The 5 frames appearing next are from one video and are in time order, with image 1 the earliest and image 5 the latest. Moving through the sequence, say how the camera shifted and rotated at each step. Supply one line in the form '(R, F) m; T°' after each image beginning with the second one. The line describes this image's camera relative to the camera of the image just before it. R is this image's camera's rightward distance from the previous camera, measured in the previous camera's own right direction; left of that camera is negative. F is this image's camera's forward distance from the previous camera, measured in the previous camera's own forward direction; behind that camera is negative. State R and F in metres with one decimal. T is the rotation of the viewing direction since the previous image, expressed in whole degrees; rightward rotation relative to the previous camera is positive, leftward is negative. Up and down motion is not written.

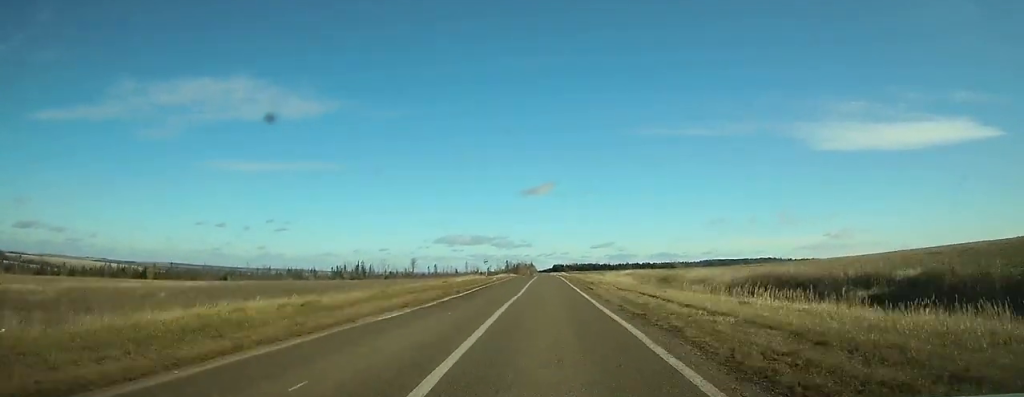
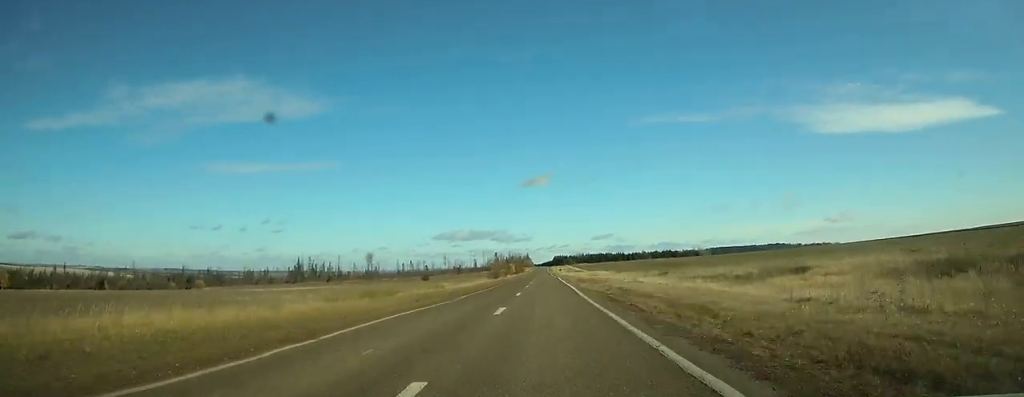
(0.0, +134.4) m; 0°
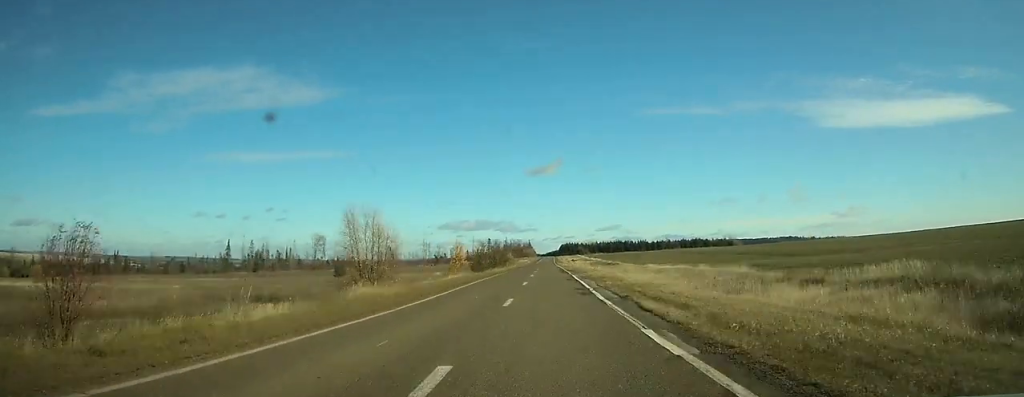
(-0.1, +118.1) m; 0°
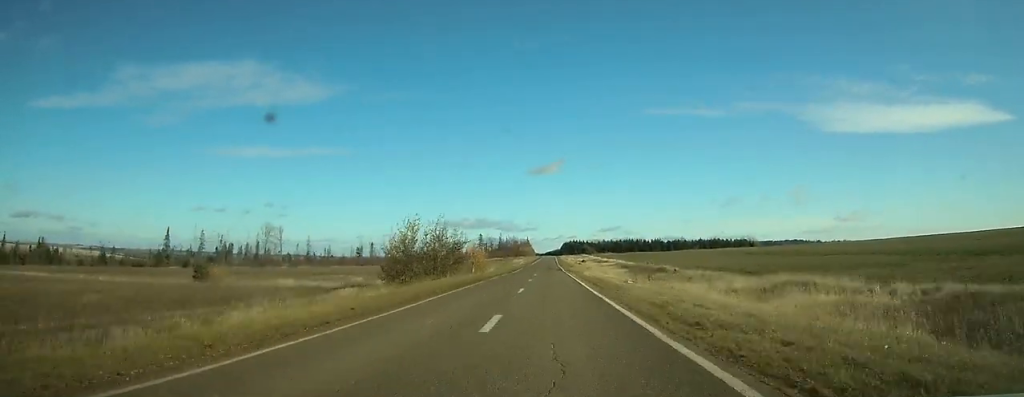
(-0.3, +72.7) m; 0°
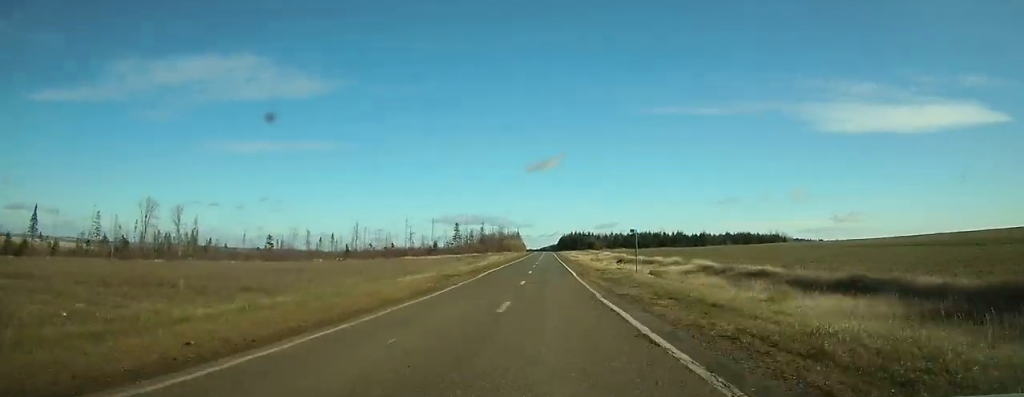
(0.0, +101.2) m; 0°
